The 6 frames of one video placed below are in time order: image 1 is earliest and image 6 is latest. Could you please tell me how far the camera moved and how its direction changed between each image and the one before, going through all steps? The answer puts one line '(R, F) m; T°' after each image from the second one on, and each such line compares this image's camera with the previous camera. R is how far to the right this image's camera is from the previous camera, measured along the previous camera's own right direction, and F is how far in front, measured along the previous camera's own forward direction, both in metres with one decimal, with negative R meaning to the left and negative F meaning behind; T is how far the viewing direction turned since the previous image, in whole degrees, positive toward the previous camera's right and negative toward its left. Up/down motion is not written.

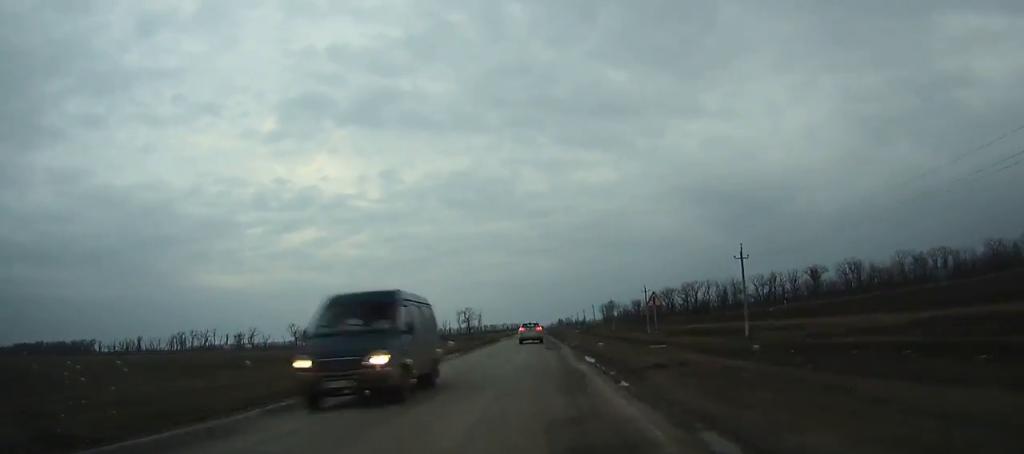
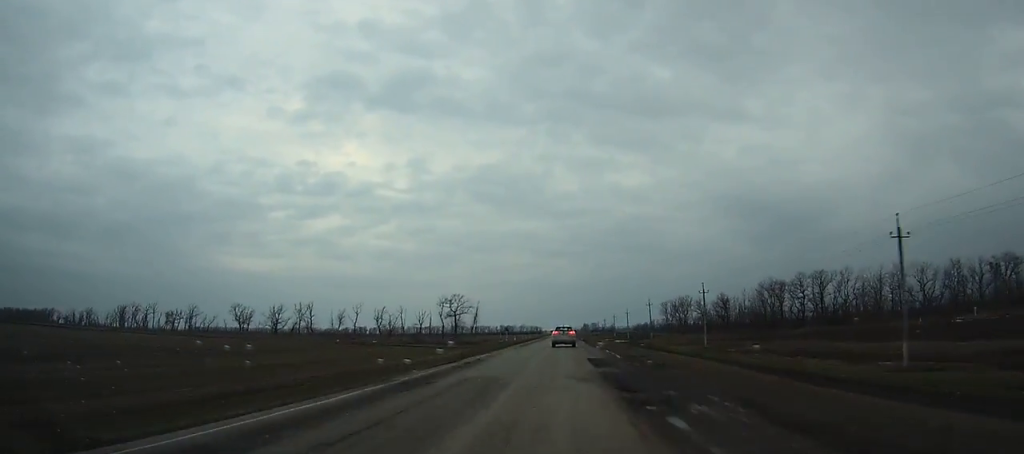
(-1.1, +75.0) m; 0°
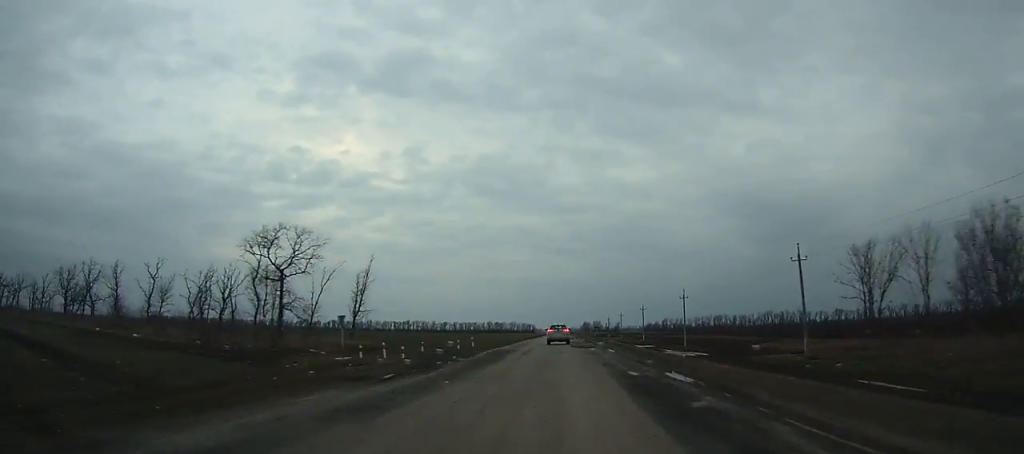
(+0.5, +87.2) m; +1°
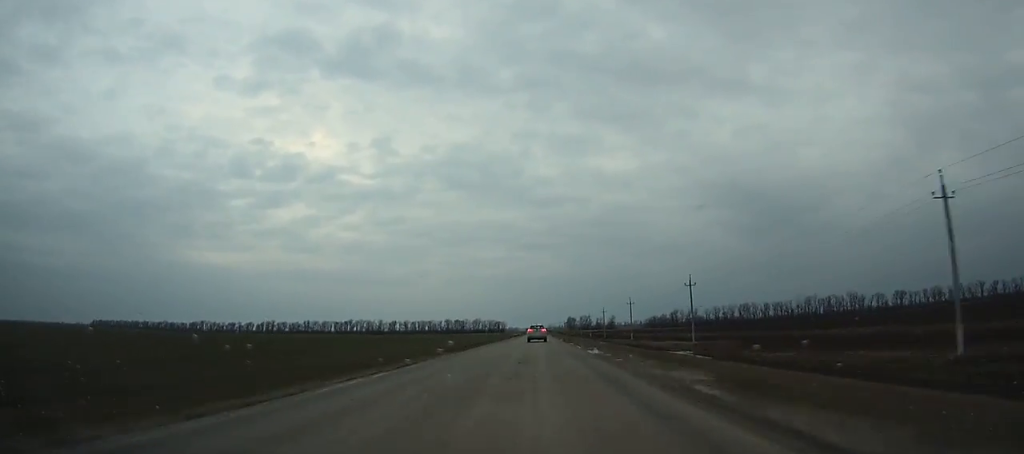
(+1.1, +120.9) m; 0°
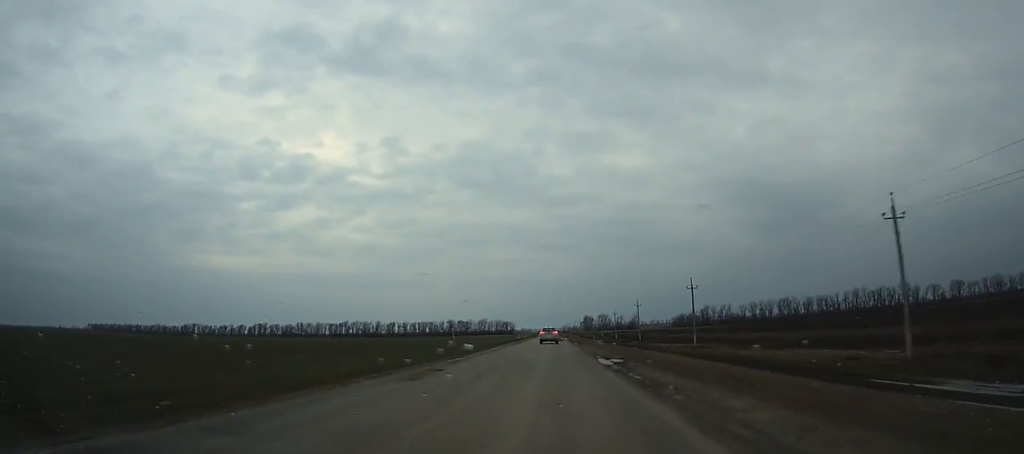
(-0.3, +45.6) m; -1°
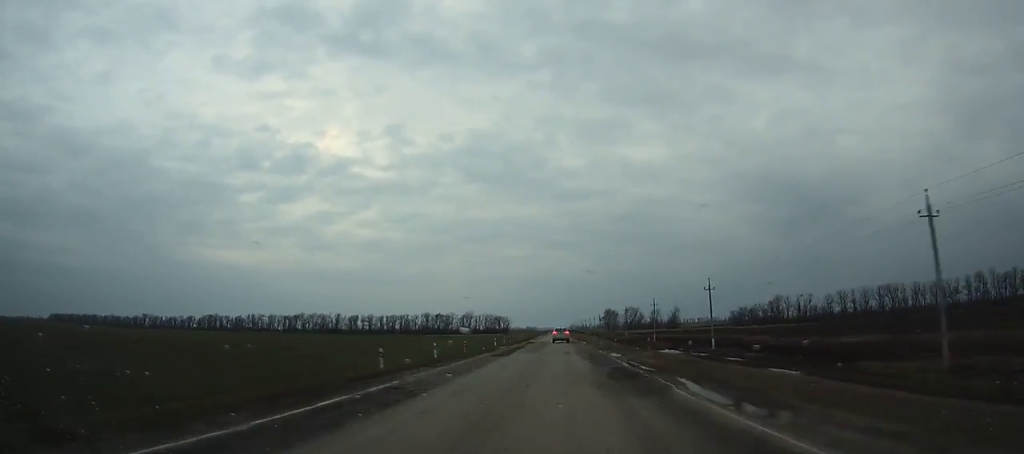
(-0.8, +100.1) m; 0°
